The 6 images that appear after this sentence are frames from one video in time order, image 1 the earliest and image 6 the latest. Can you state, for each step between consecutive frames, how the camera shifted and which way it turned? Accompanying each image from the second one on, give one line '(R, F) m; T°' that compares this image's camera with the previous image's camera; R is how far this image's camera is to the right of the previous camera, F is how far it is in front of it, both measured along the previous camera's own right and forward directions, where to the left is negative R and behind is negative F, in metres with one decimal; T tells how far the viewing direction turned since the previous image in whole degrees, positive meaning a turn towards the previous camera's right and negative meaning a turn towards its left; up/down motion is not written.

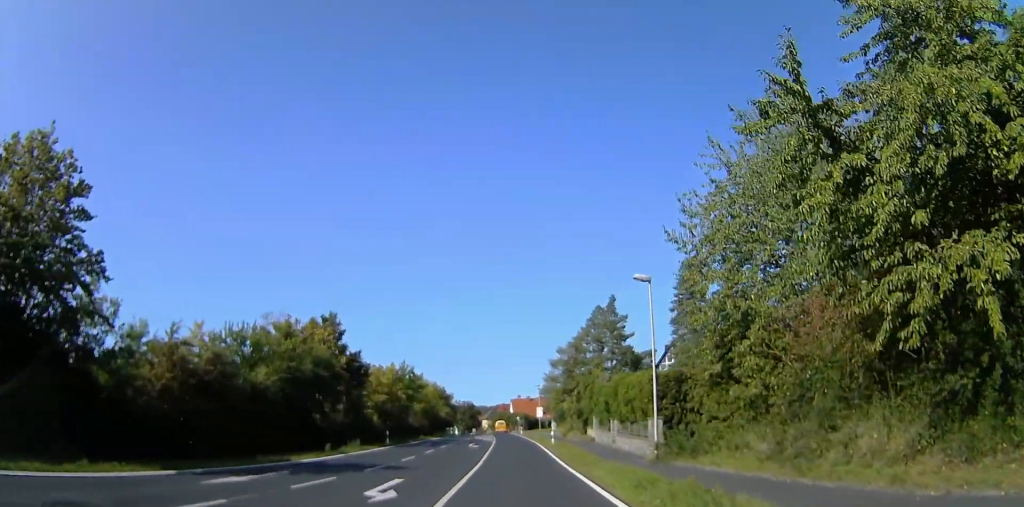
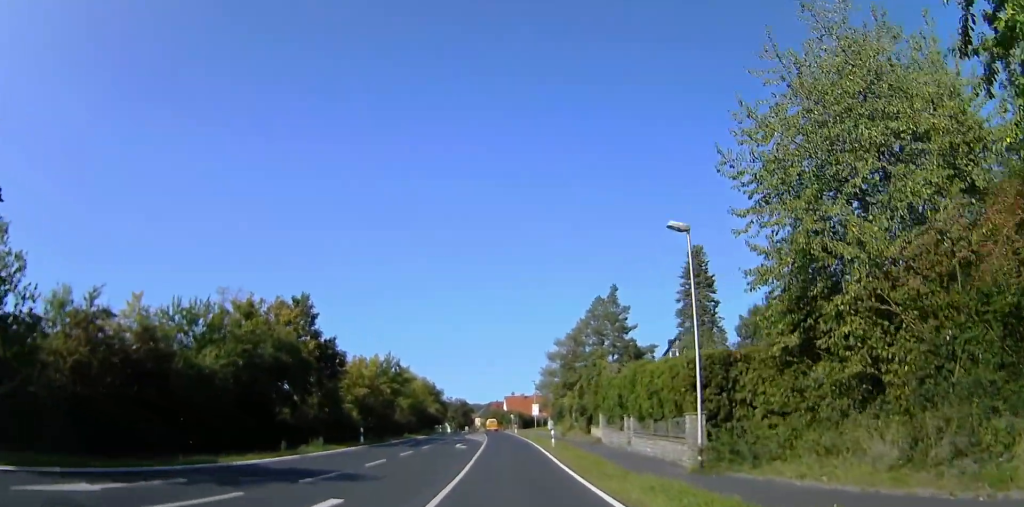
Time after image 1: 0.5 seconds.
(0.0, +3.7) m; +3°
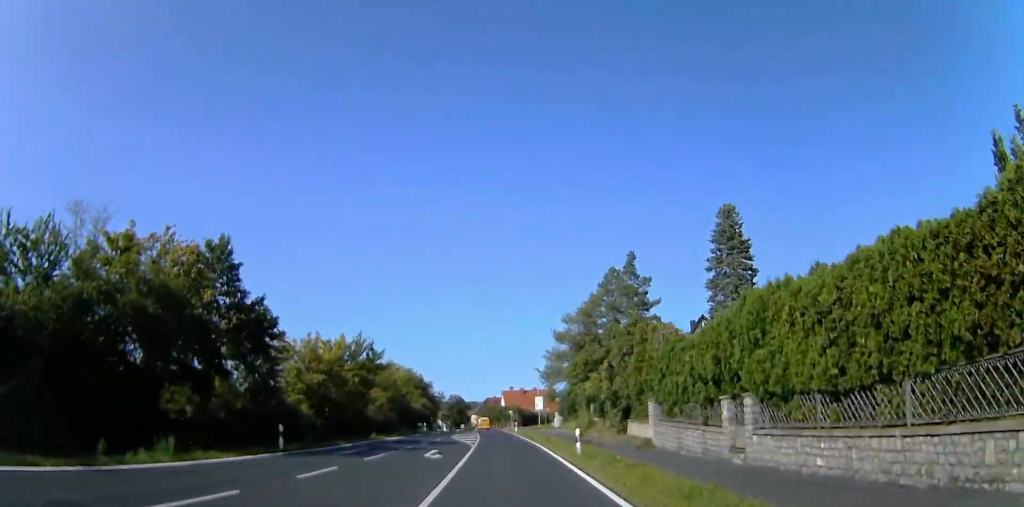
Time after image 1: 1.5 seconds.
(+0.5, +9.3) m; +6°
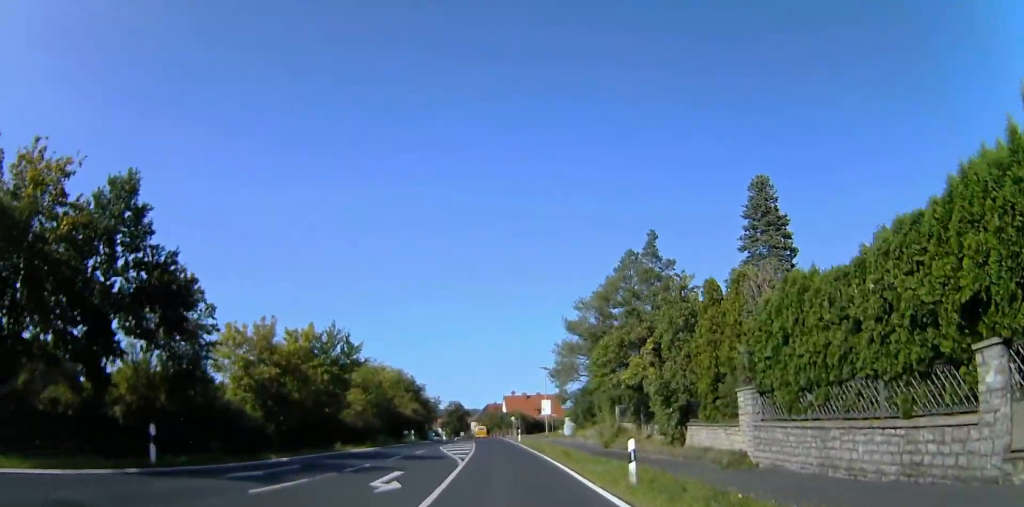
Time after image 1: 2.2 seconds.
(+0.3, +7.2) m; +2°
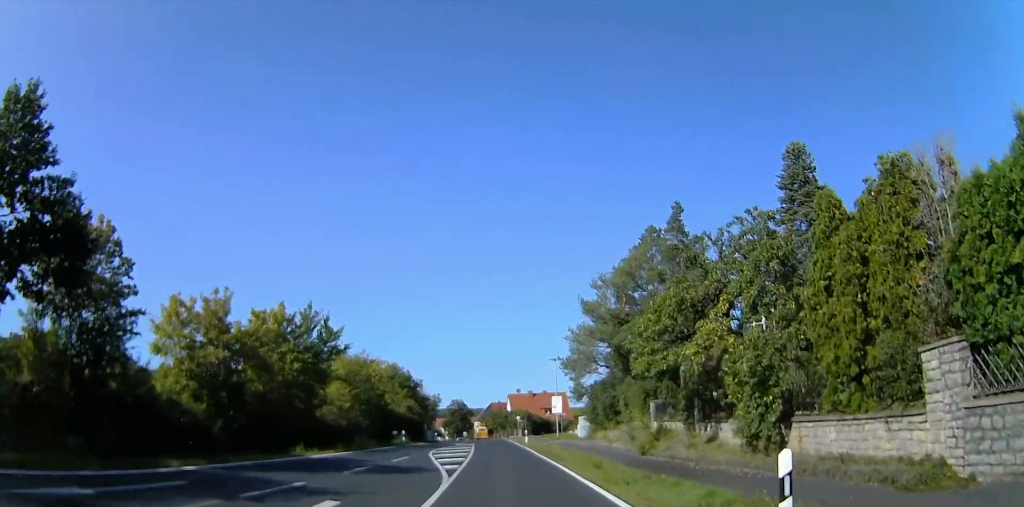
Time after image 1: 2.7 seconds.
(+0.2, +5.7) m; +1°
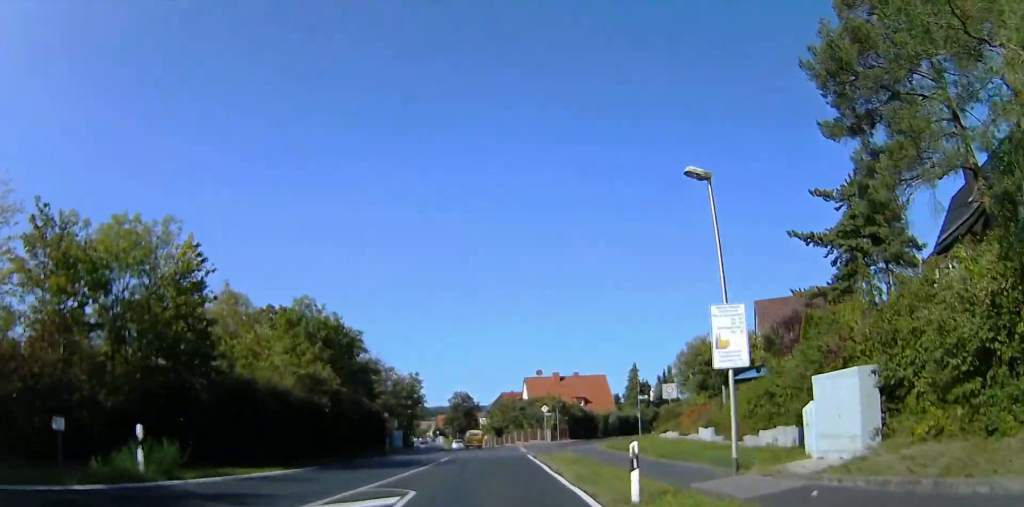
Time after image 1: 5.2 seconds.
(-0.7, +32.8) m; -1°
